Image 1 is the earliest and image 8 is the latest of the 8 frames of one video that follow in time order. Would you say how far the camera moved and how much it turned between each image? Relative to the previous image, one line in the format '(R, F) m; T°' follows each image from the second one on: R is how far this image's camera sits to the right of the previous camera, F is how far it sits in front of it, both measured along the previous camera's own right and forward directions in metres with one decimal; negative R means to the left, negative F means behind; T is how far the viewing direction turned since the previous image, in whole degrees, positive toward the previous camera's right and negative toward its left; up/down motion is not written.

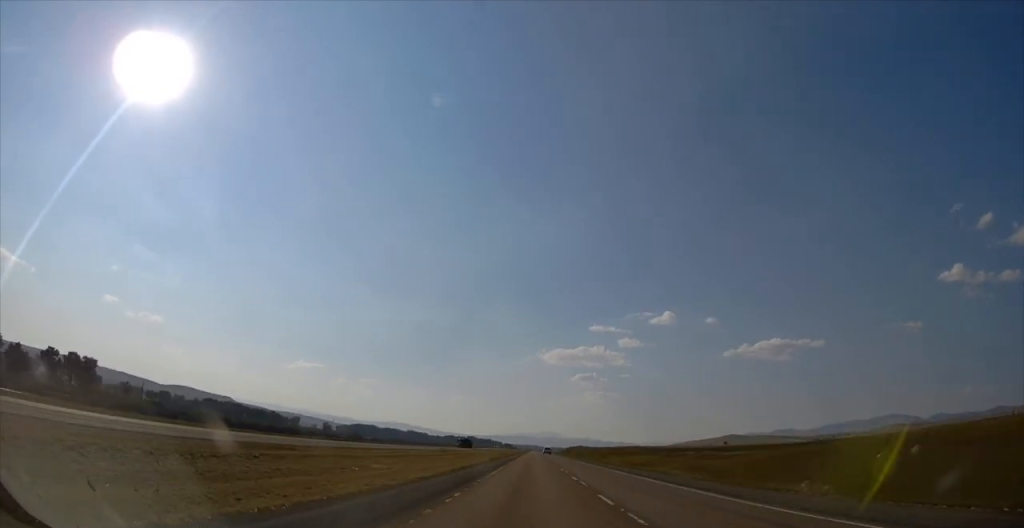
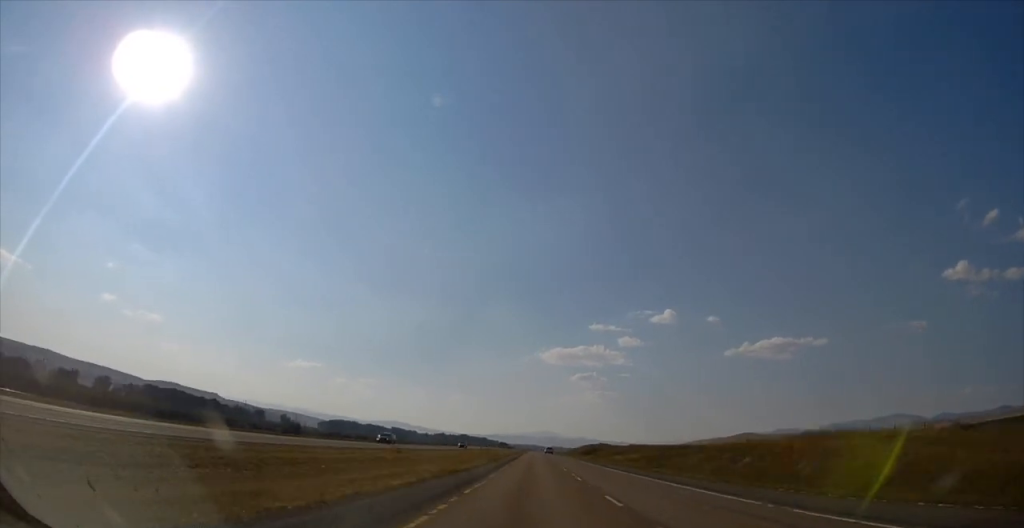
(-0.6, +134.9) m; 0°
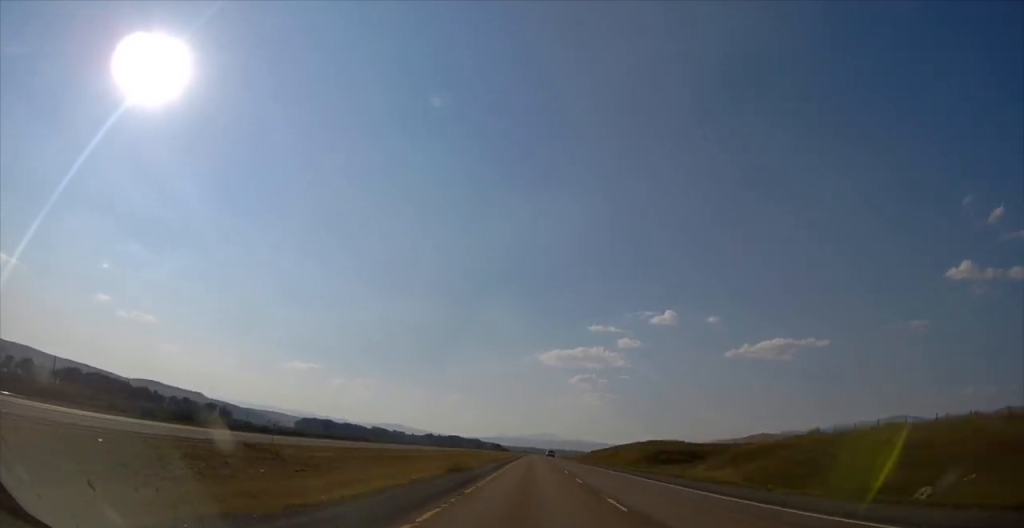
(+1.2, +138.6) m; +1°
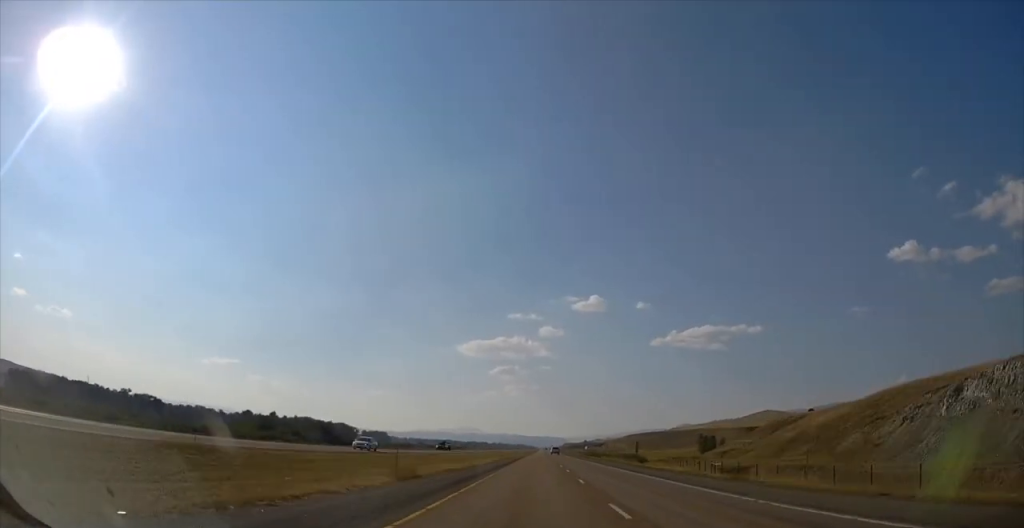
(+24.7, +544.7) m; +5°
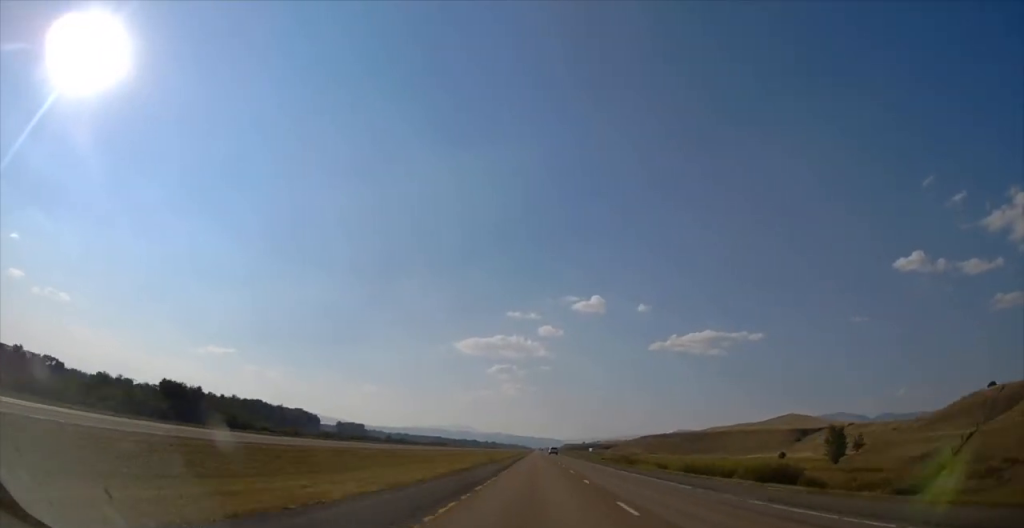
(+1.9, +143.8) m; 0°
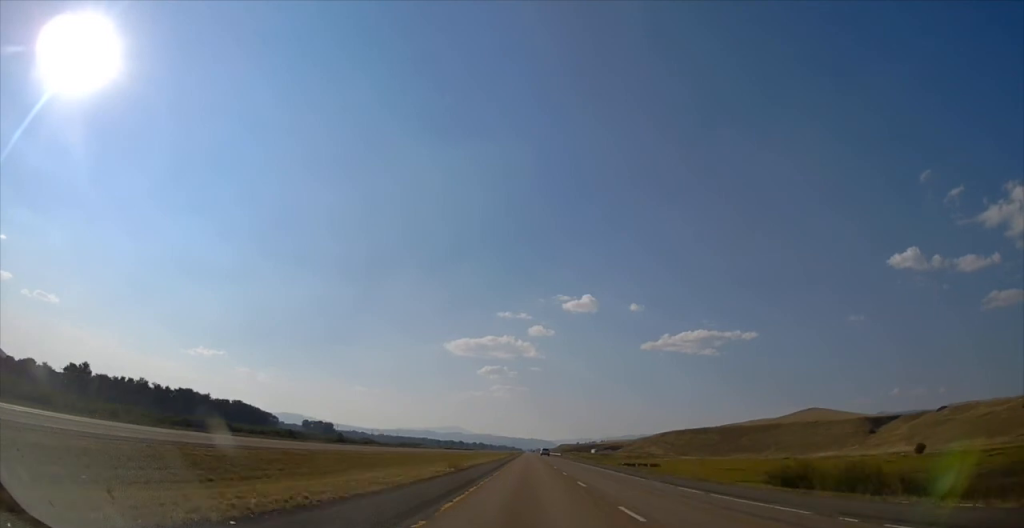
(+0.7, +133.7) m; 0°
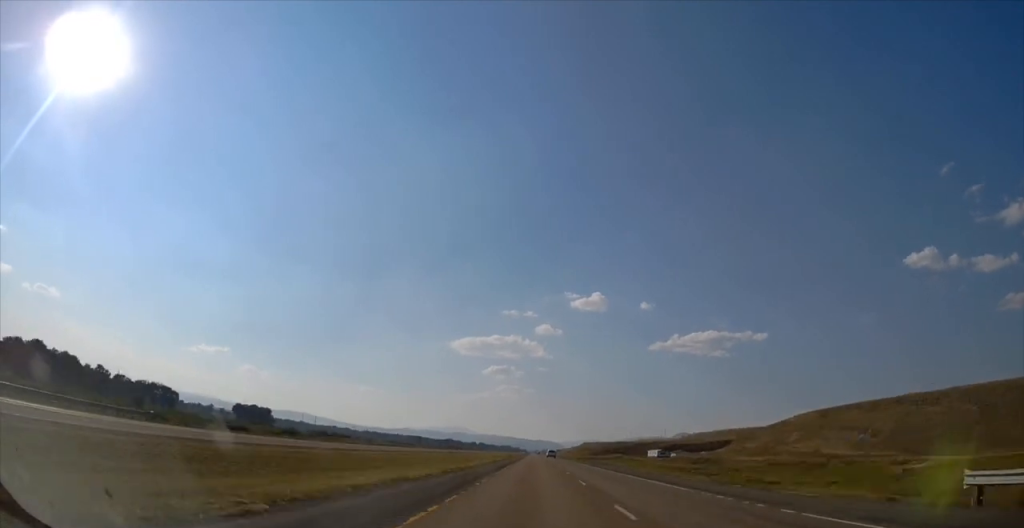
(+0.2, +278.9) m; 0°
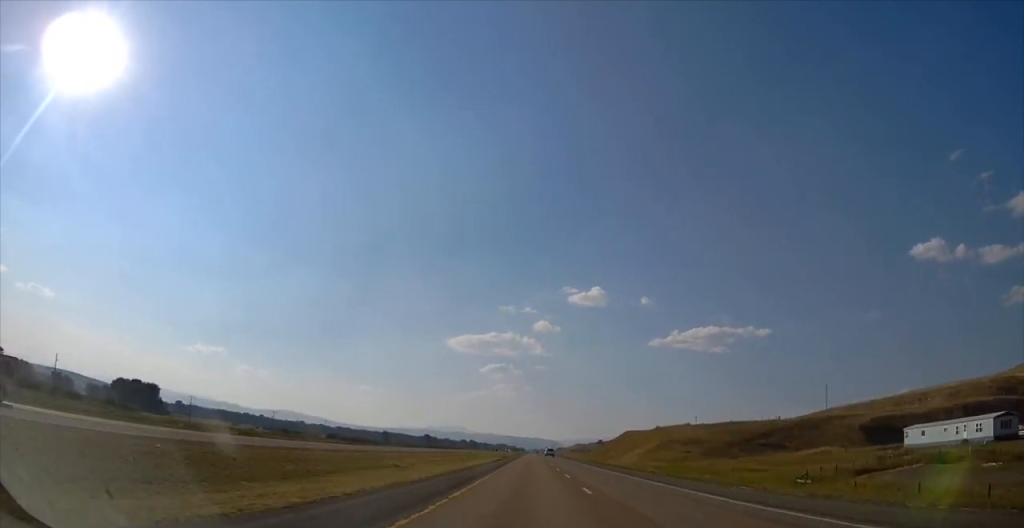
(-0.5, +248.6) m; 0°
